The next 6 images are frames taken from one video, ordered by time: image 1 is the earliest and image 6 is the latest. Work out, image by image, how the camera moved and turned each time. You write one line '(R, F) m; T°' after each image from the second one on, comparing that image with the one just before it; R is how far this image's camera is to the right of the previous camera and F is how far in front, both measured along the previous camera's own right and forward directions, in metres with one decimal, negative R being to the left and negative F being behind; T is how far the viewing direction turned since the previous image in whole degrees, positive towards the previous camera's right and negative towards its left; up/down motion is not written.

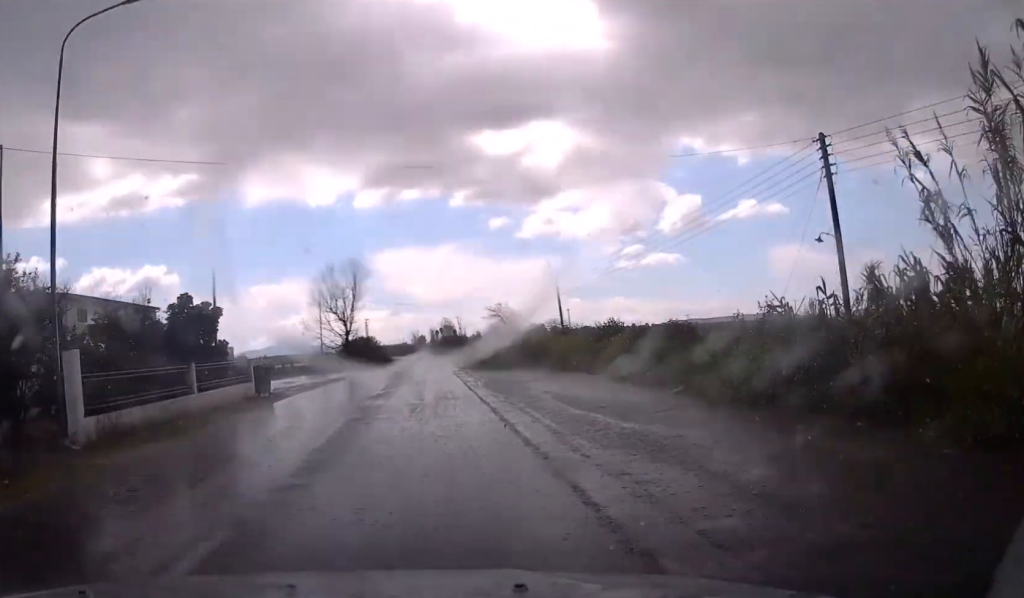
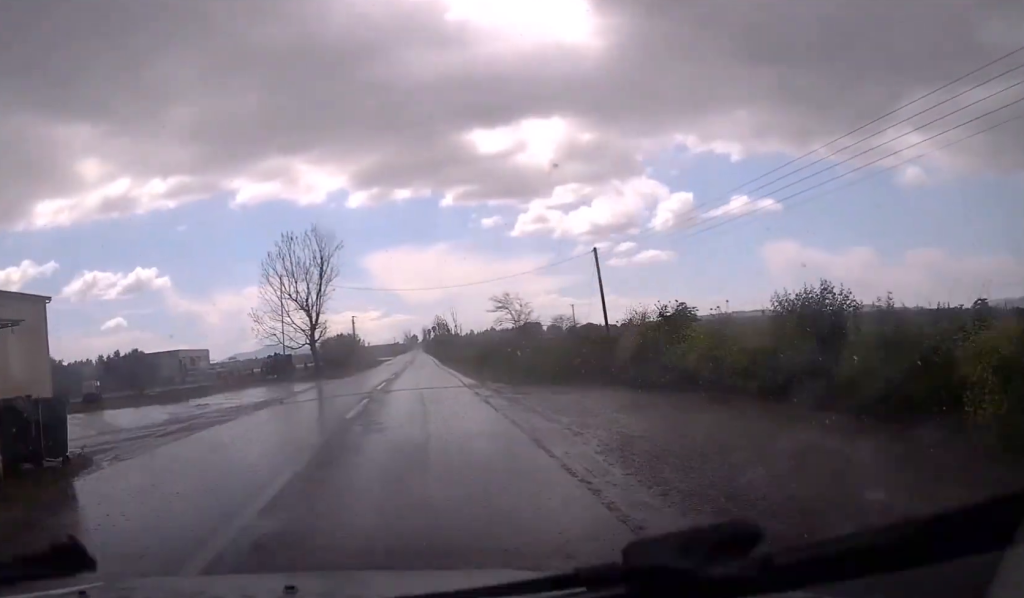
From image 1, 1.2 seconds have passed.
(0.0, +19.0) m; 0°
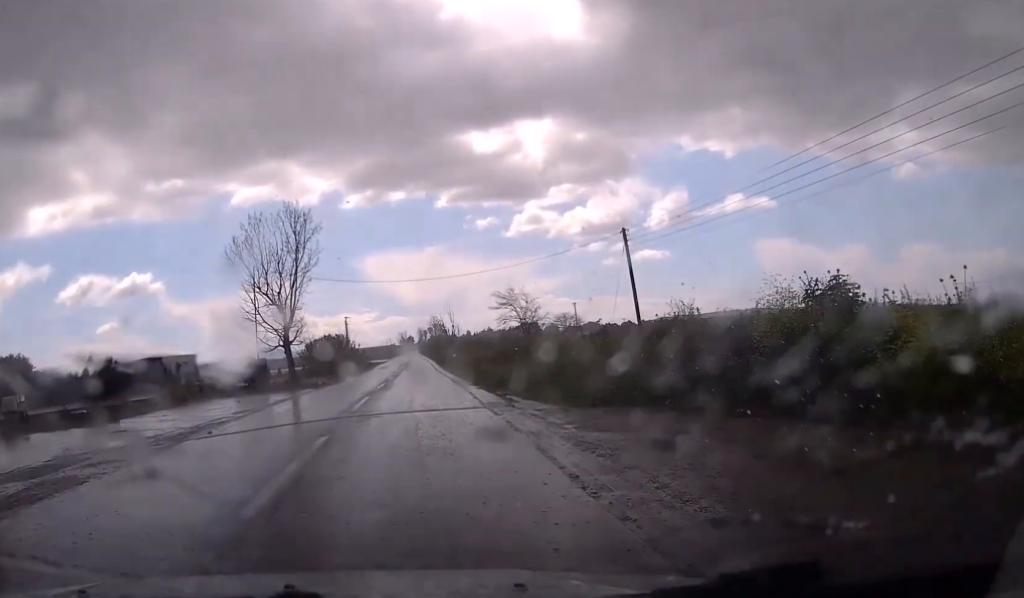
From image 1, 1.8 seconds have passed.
(0.0, +9.0) m; 0°
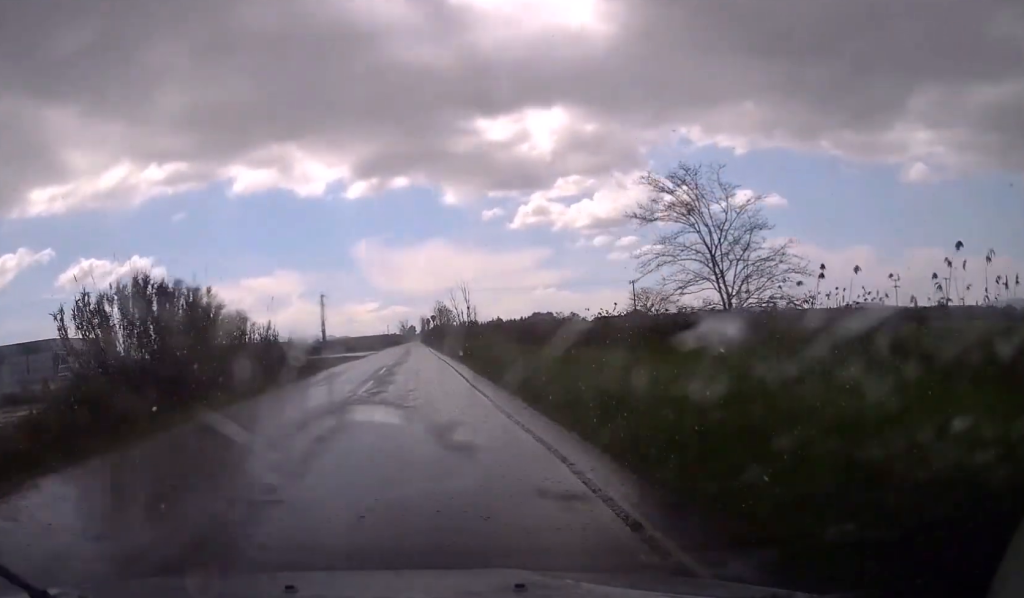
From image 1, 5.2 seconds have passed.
(+0.1, +55.2) m; -1°
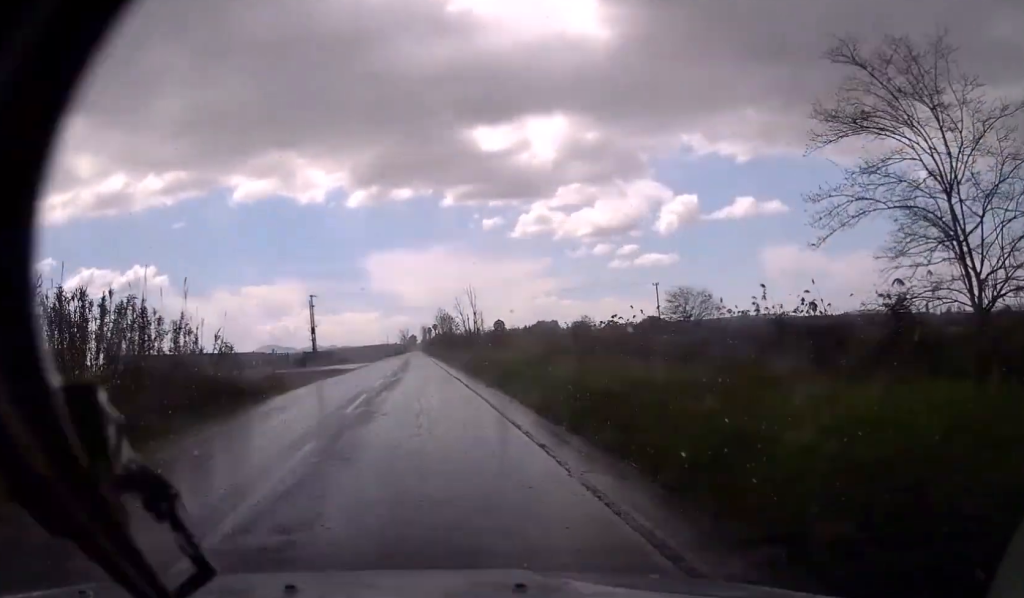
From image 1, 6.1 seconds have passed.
(-0.1, +15.3) m; 0°
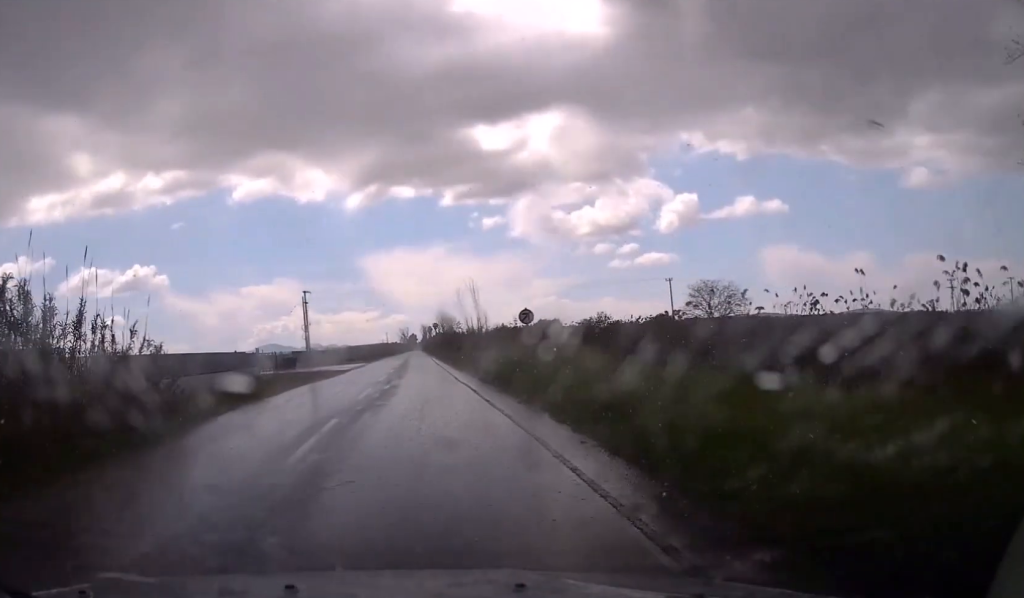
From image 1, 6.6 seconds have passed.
(0.0, +7.7) m; 0°
